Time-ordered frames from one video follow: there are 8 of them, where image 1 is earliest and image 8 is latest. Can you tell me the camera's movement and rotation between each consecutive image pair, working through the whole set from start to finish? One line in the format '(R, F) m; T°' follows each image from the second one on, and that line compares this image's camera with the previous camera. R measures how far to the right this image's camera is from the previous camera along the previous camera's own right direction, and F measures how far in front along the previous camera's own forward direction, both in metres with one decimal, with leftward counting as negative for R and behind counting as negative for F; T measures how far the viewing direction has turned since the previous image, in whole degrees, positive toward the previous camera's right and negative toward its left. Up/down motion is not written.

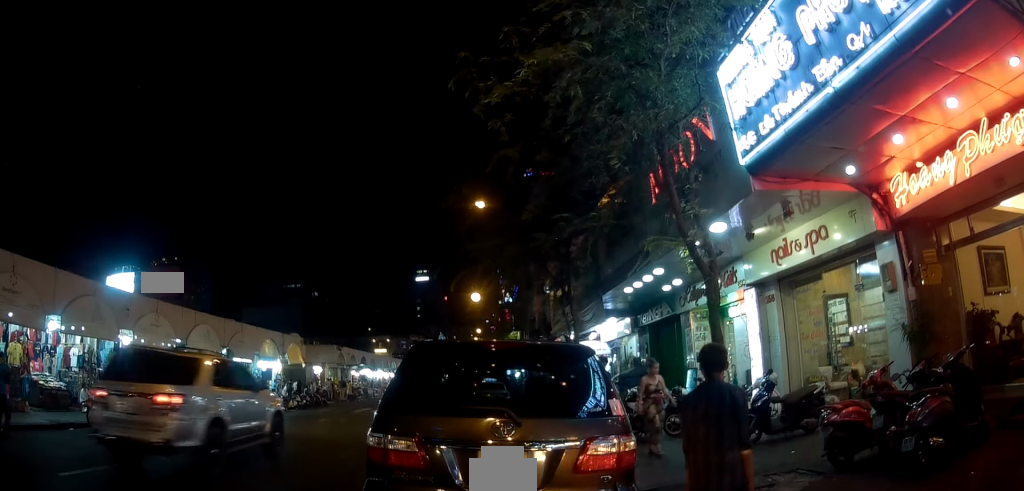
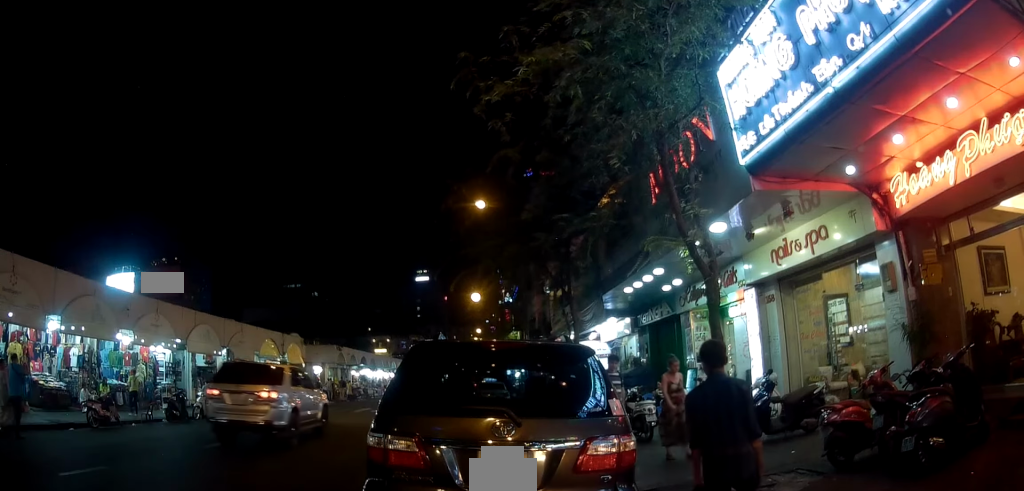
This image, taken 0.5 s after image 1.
(0.0, 0.0) m; 0°
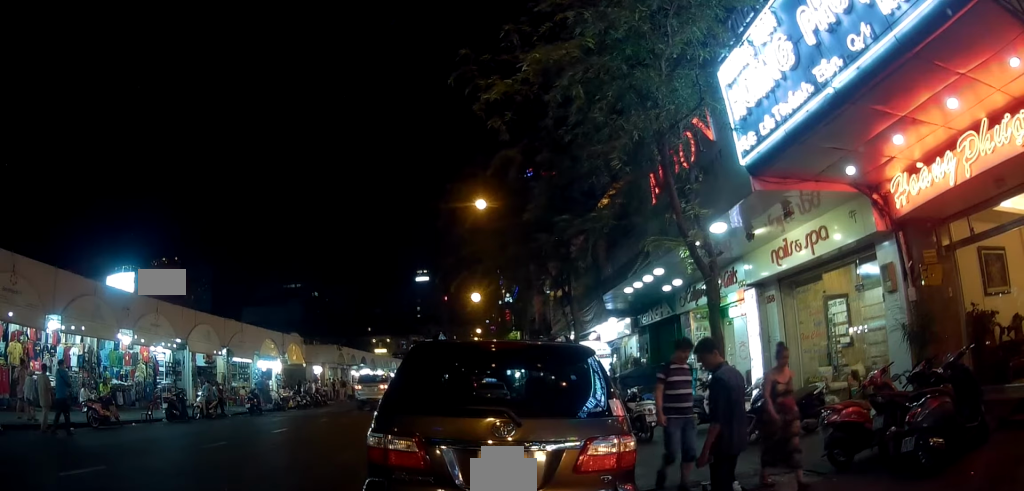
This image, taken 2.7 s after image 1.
(0.0, 0.0) m; 0°
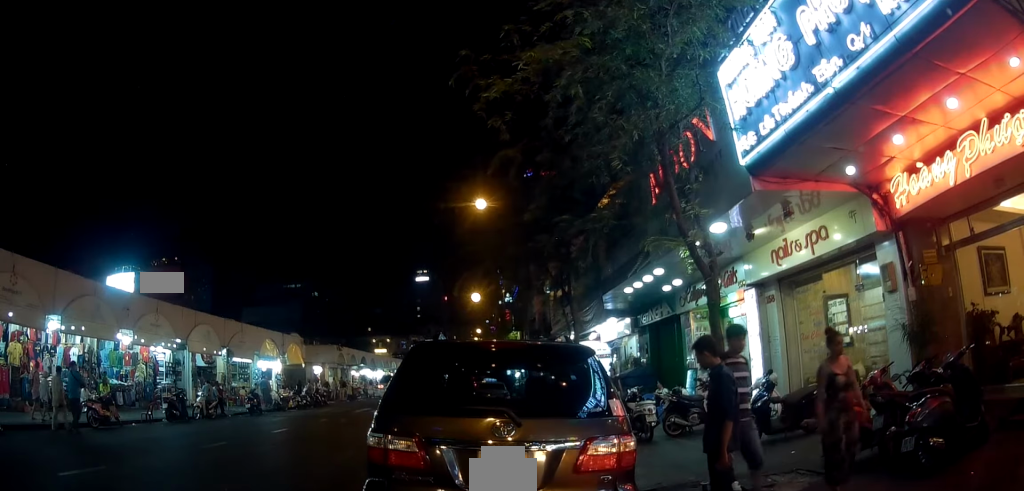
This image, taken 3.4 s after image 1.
(0.0, 0.0) m; 0°
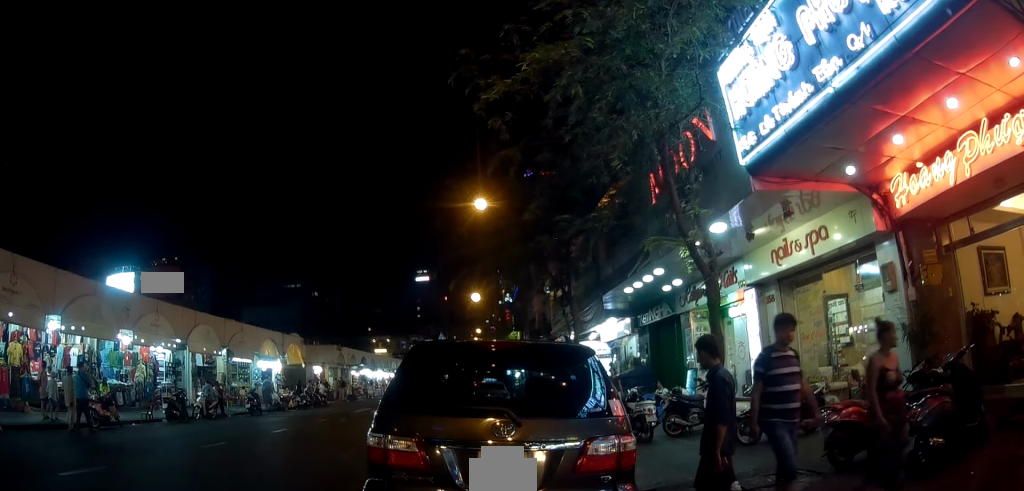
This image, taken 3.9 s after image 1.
(0.0, 0.0) m; 0°
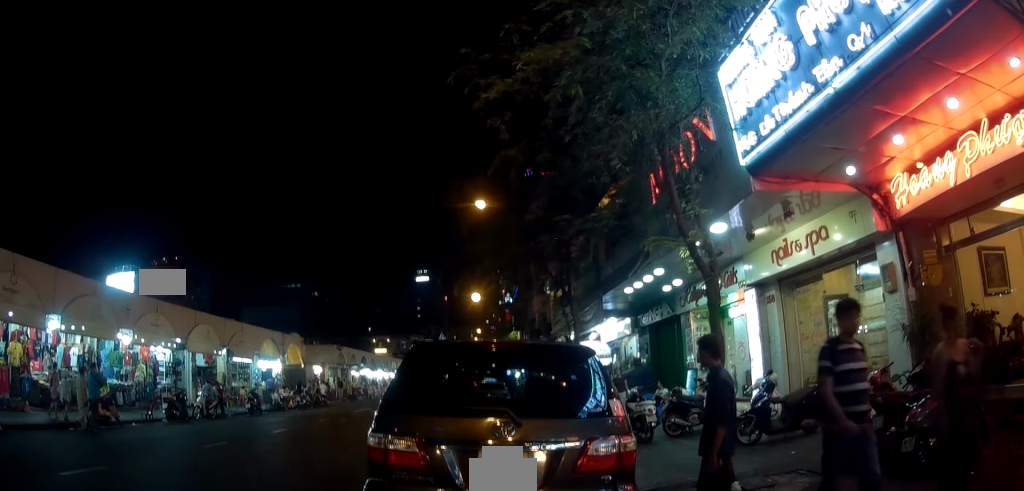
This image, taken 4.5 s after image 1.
(0.0, 0.0) m; 0°
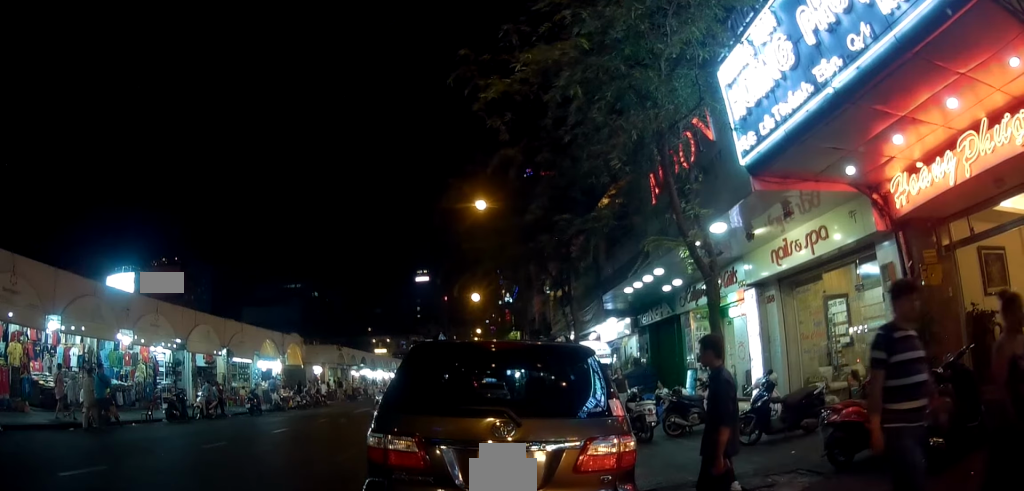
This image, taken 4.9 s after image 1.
(0.0, 0.0) m; 0°
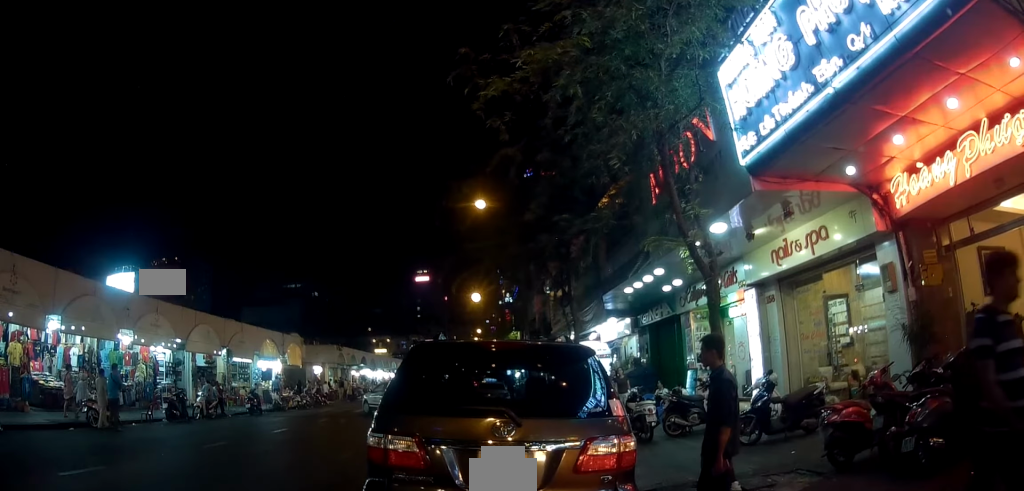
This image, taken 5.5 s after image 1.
(0.0, 0.0) m; 0°
